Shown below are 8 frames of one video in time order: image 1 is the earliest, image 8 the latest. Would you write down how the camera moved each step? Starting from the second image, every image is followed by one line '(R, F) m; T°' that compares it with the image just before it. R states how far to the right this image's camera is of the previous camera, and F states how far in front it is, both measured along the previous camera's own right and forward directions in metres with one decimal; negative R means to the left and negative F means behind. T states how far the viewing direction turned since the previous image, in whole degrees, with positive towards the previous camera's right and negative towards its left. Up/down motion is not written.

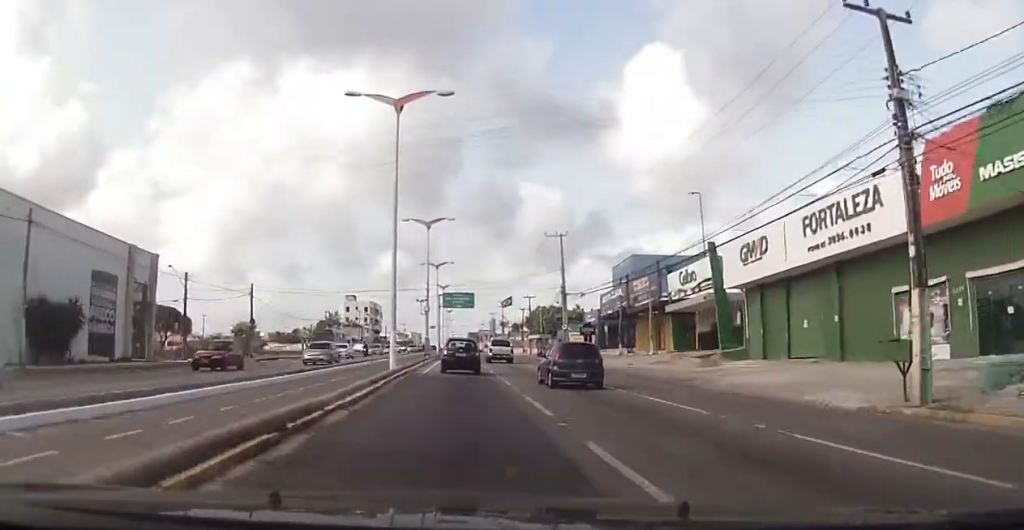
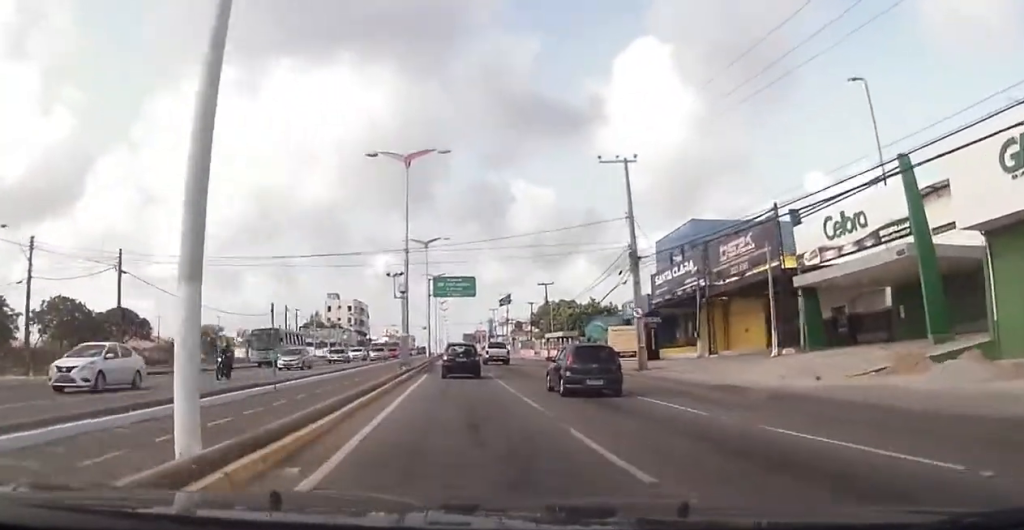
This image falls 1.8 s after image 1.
(-1.0, +23.5) m; -1°
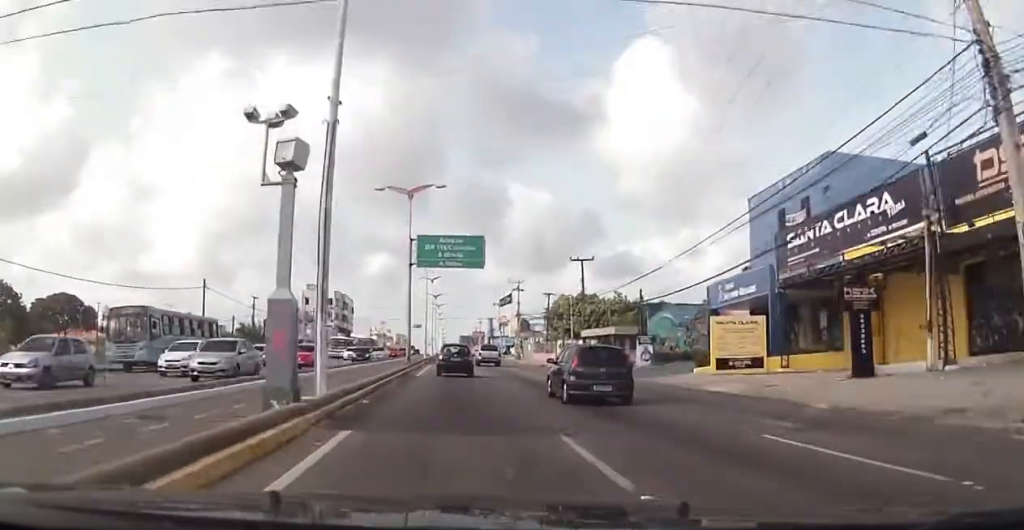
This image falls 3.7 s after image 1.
(+0.4, +24.6) m; +1°
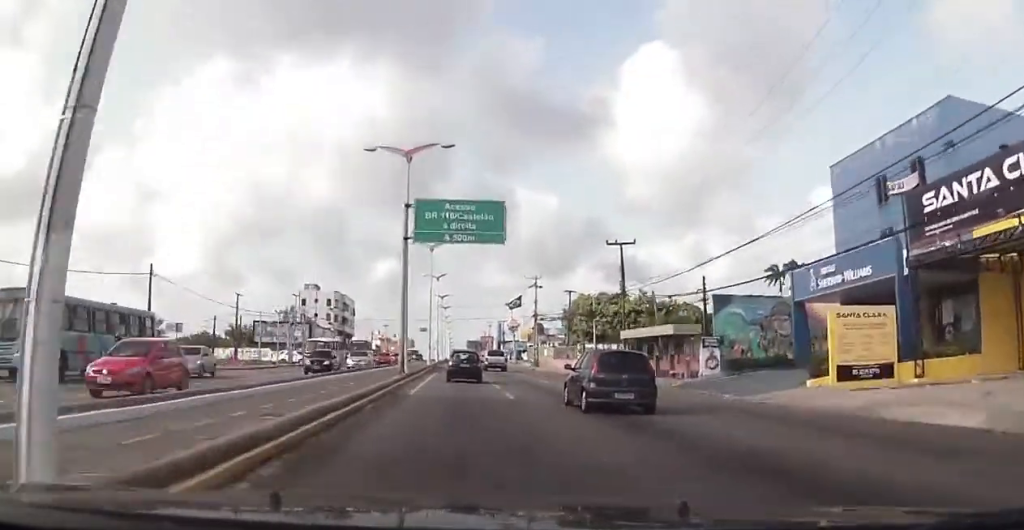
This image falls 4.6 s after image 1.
(+0.2, +10.9) m; +1°
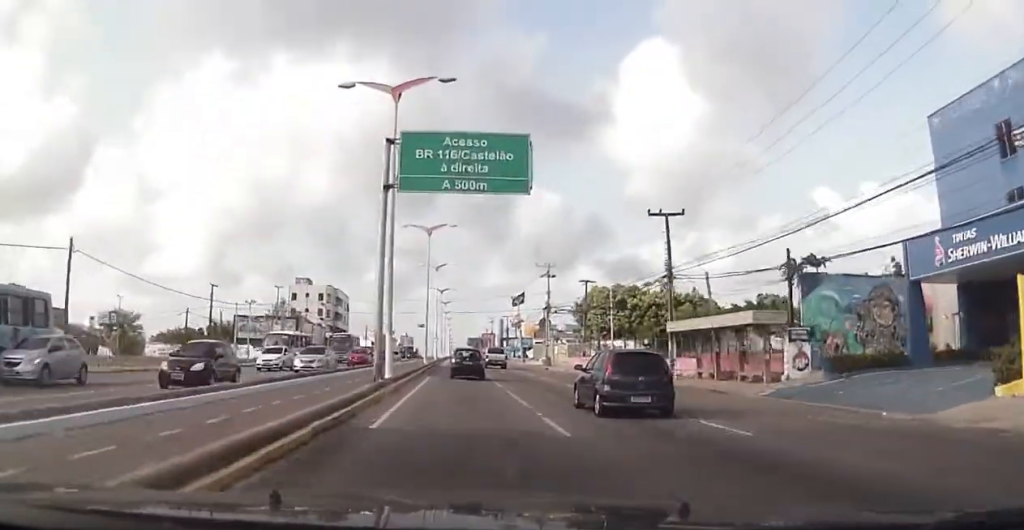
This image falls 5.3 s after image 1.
(+0.3, +9.8) m; 0°
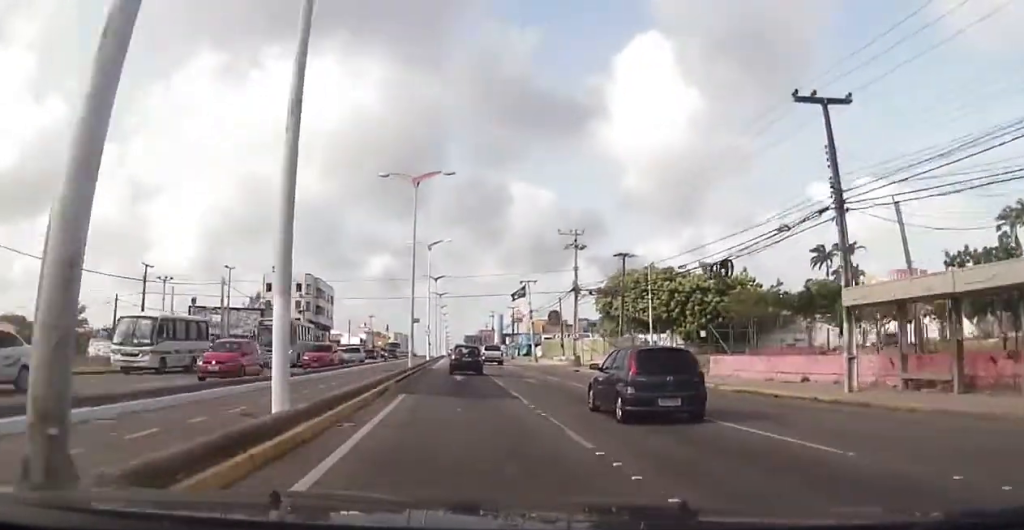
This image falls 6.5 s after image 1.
(-0.9, +16.8) m; -3°
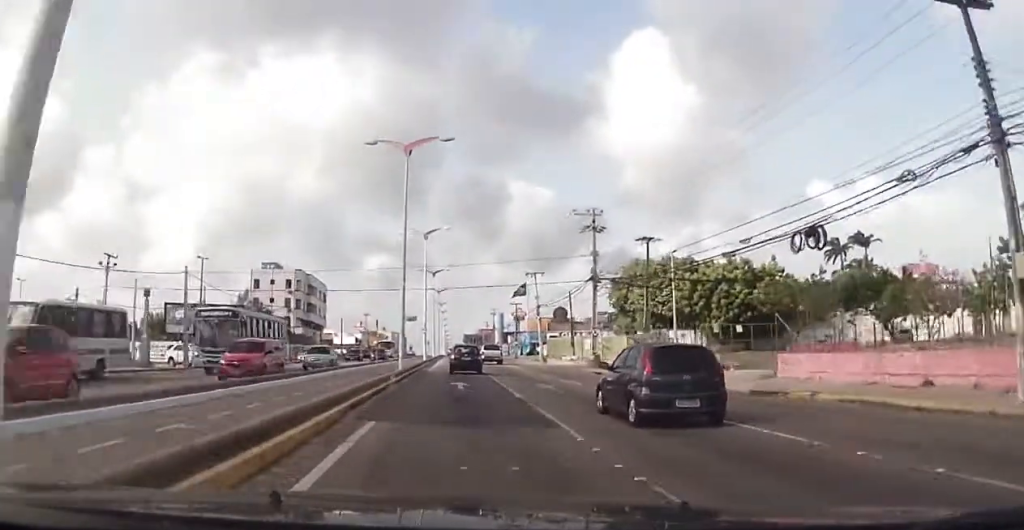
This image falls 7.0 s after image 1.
(-0.3, +7.0) m; 0°
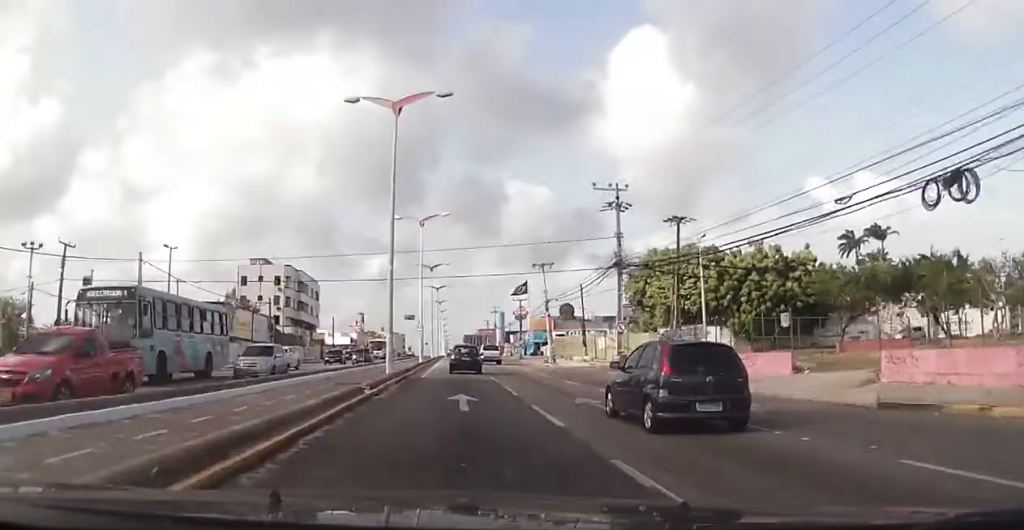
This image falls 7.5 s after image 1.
(+0.3, +6.8) m; +1°
